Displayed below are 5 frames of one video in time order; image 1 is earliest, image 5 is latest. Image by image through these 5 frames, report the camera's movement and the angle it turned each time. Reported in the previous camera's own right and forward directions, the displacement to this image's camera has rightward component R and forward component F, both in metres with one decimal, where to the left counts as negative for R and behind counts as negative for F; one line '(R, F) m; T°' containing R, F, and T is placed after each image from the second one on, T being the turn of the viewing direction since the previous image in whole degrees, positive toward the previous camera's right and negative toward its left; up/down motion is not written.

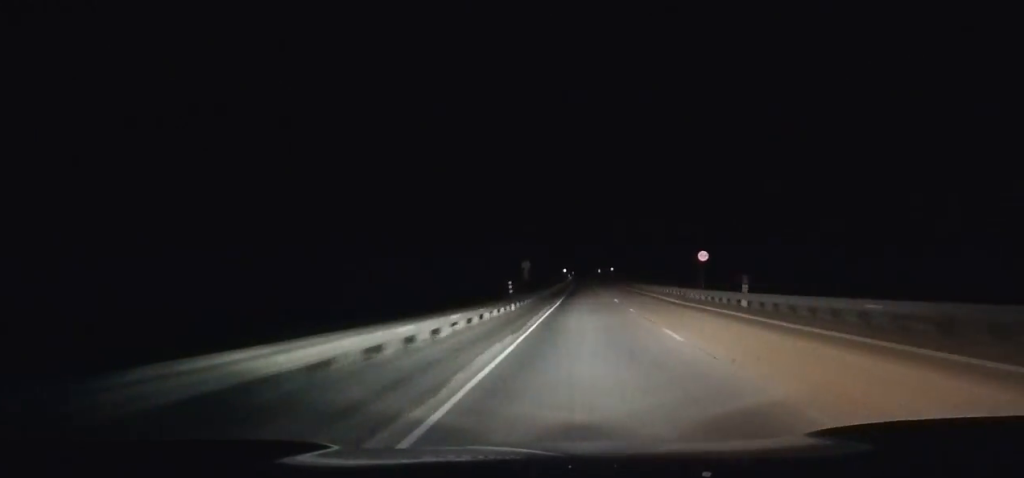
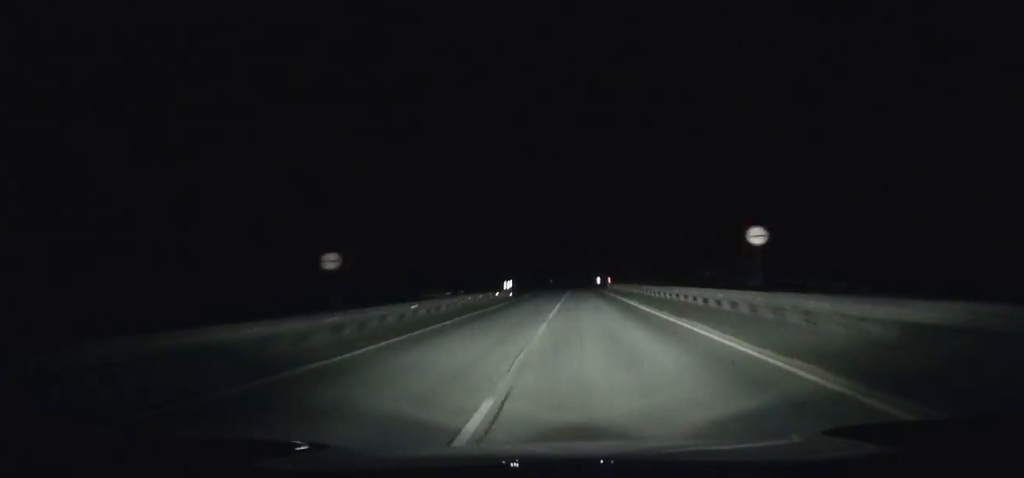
(+2.1, +169.8) m; +1°
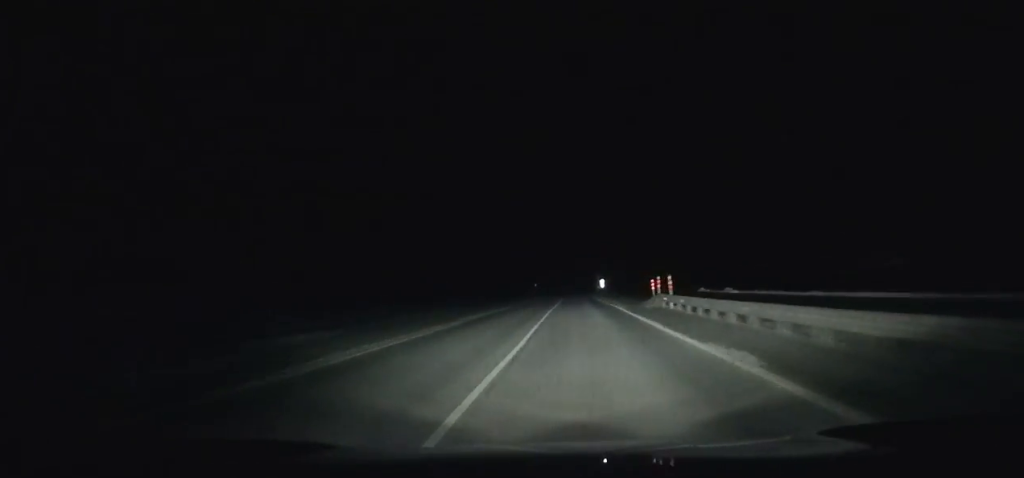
(0.0, +56.6) m; 0°
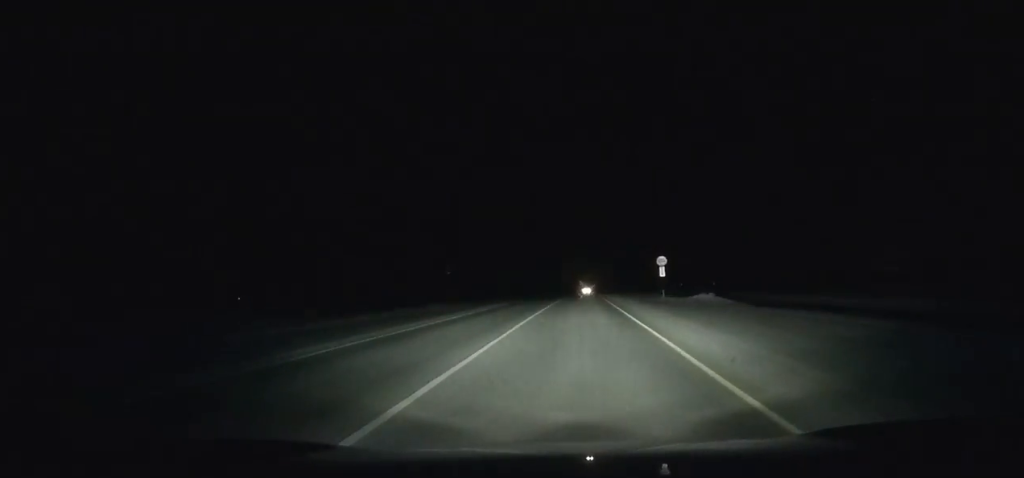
(+0.2, +95.9) m; +1°
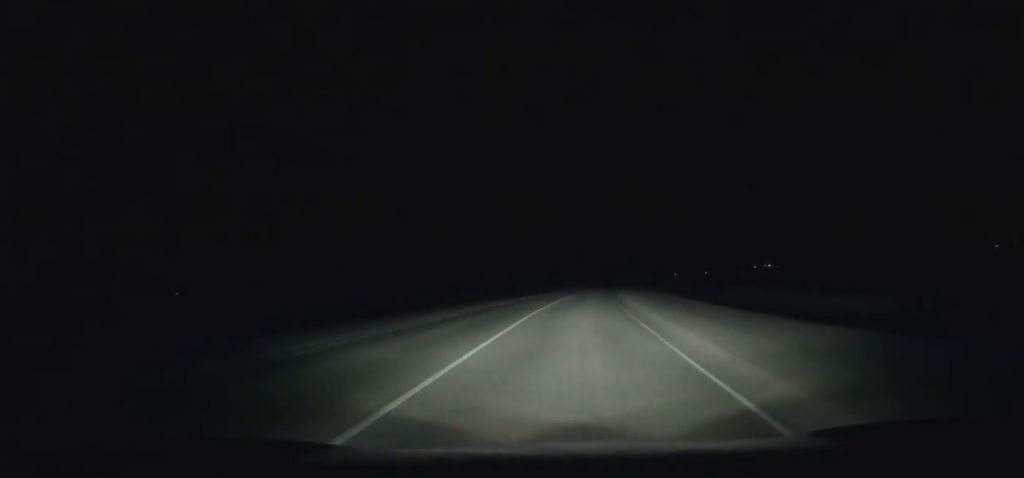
(+2.1, +125.0) m; +4°
